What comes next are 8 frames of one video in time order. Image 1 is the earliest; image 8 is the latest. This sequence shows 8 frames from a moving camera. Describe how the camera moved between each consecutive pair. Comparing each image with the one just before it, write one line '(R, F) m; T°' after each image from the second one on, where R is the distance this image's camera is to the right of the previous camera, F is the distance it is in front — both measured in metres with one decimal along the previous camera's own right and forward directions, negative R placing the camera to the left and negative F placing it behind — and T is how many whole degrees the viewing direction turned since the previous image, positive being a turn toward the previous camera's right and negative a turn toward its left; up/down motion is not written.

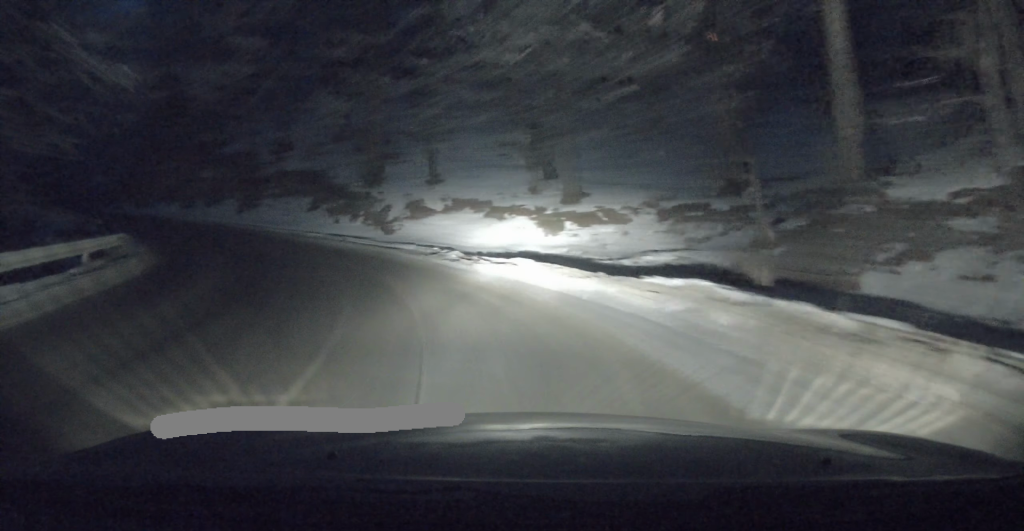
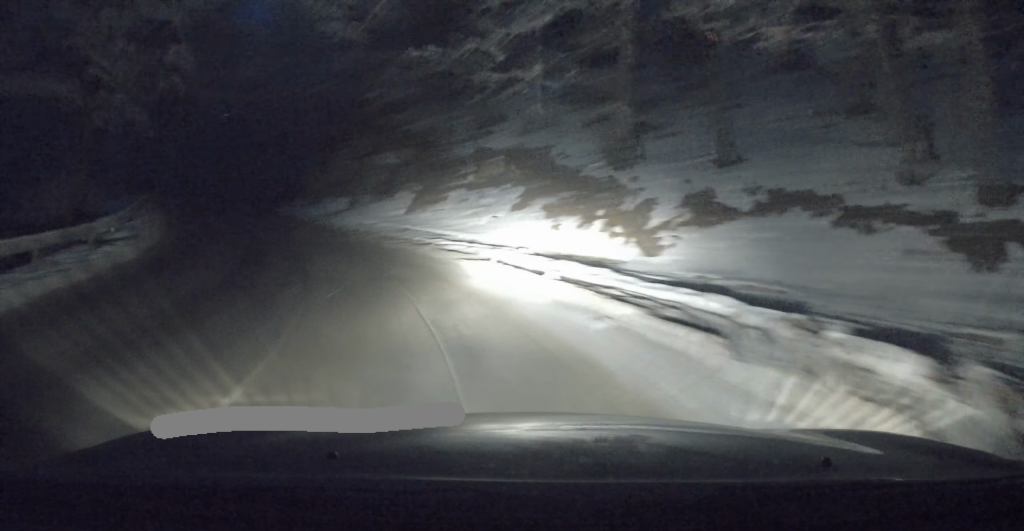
(-2.2, +14.7) m; -21°
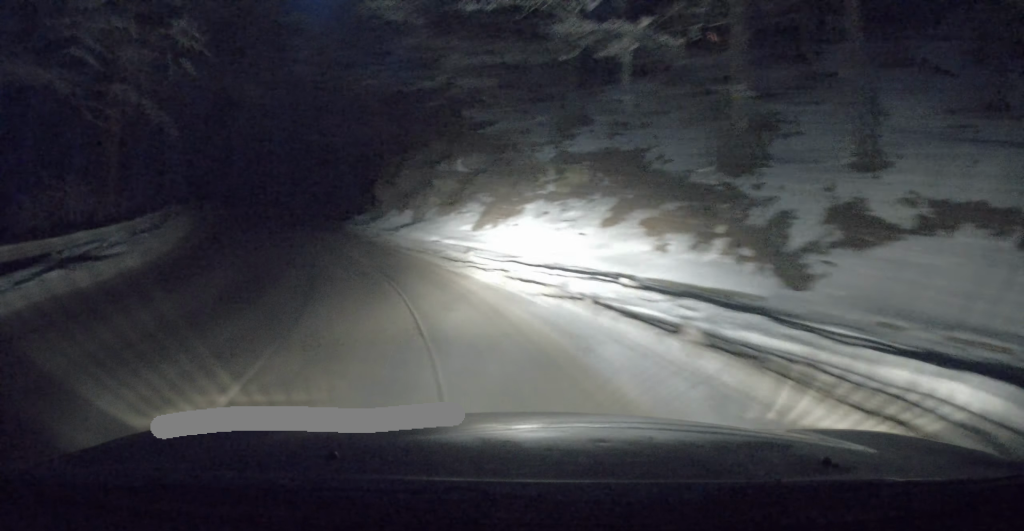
(-0.3, +4.2) m; -8°
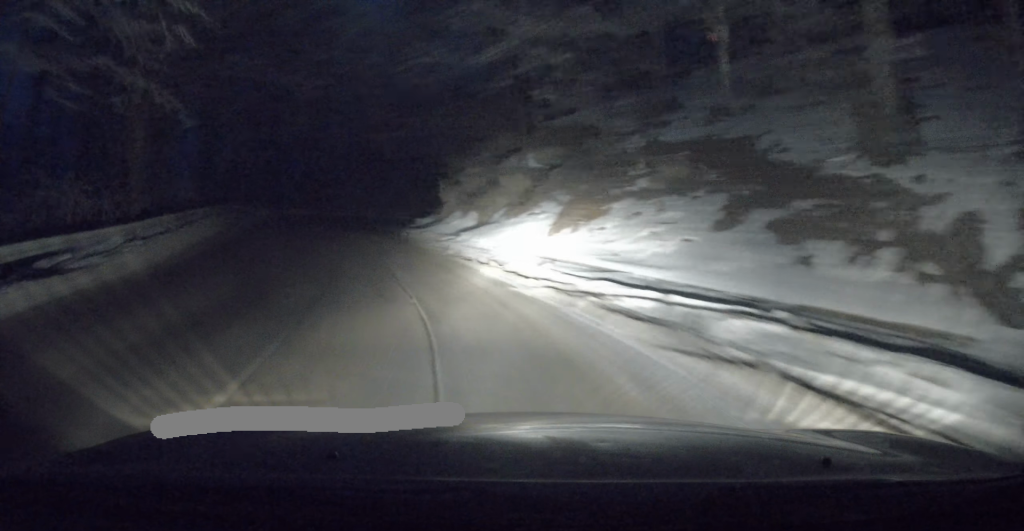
(-0.3, +3.6) m; -4°
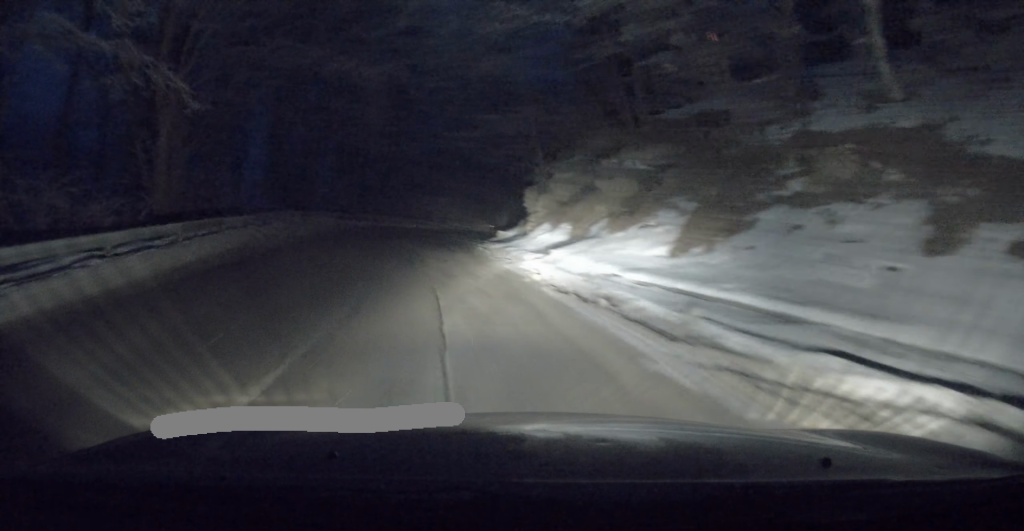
(-0.4, +4.3) m; -3°
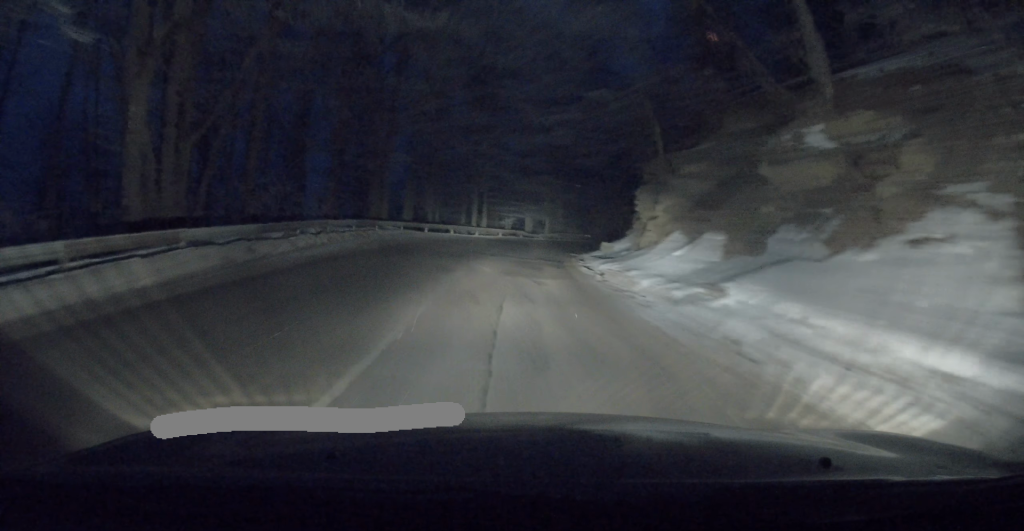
(0.0, +6.9) m; -2°
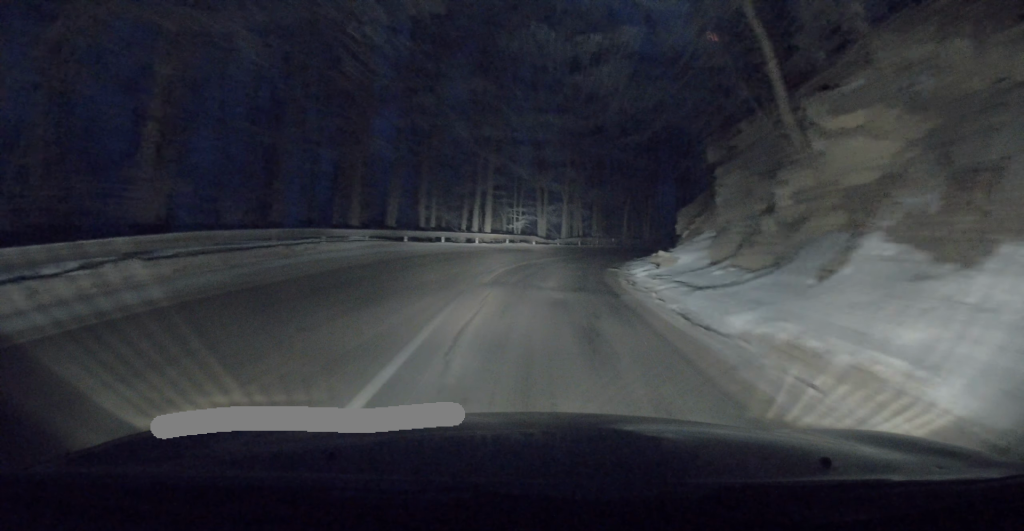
(-0.2, +9.4) m; -4°
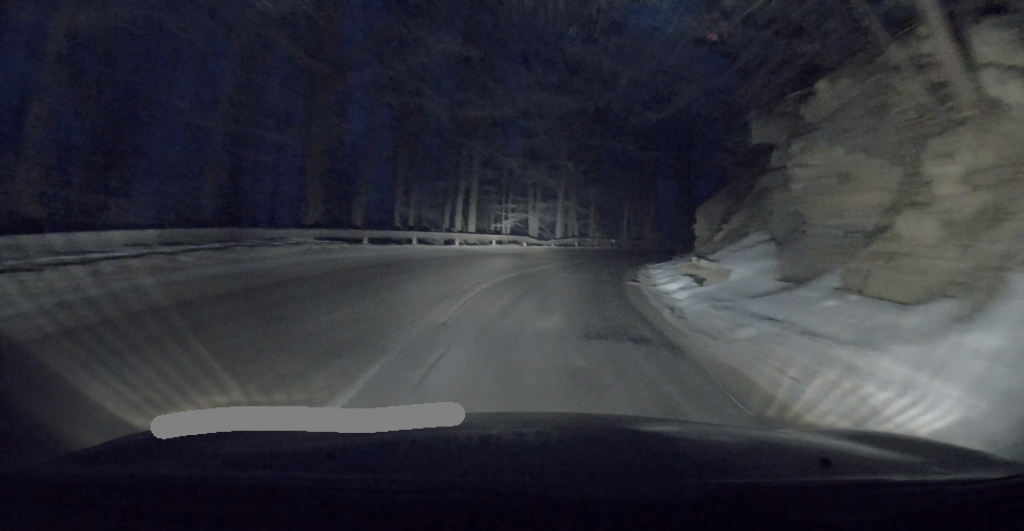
(-0.1, +5.3) m; -1°
